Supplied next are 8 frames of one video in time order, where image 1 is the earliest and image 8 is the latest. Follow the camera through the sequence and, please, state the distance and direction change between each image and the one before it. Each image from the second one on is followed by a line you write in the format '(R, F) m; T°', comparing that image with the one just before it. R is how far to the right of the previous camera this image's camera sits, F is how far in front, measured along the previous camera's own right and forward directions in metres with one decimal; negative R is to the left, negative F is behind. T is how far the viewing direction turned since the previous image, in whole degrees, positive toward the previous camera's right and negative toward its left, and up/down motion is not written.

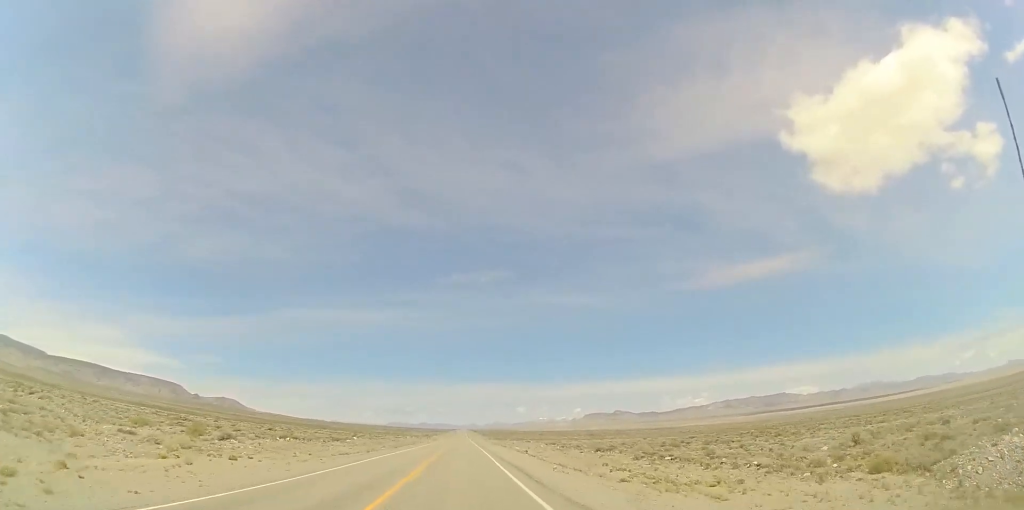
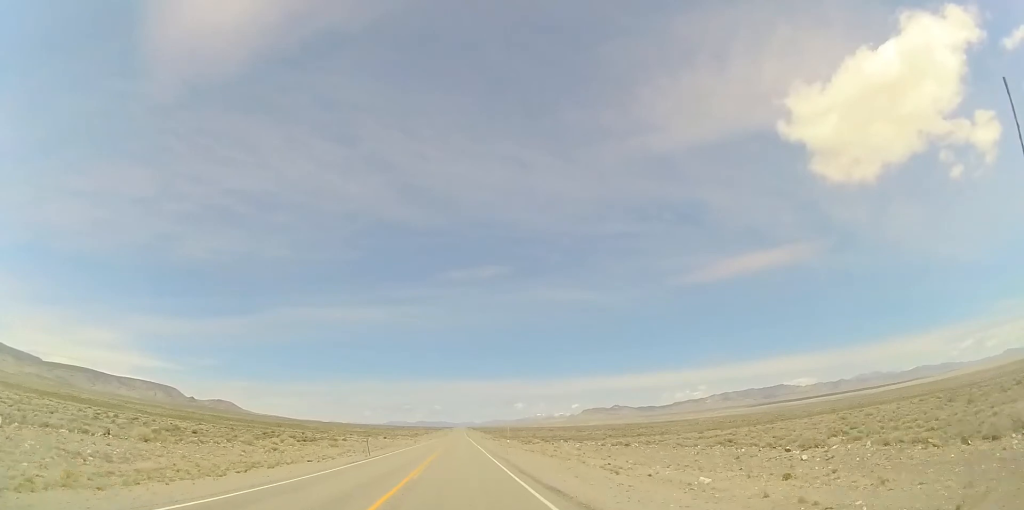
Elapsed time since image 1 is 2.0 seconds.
(+0.4, +59.7) m; 0°
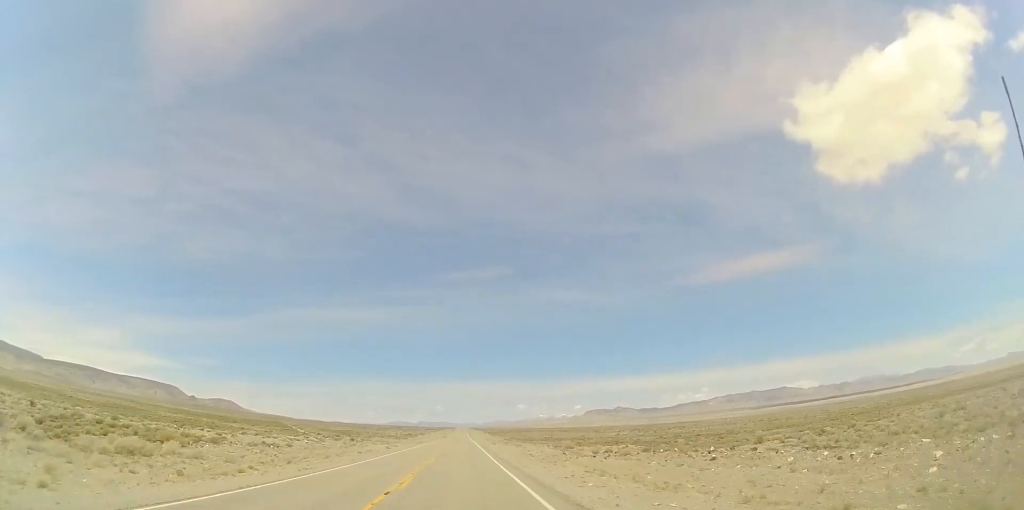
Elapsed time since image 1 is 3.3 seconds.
(-0.1, +40.1) m; 0°
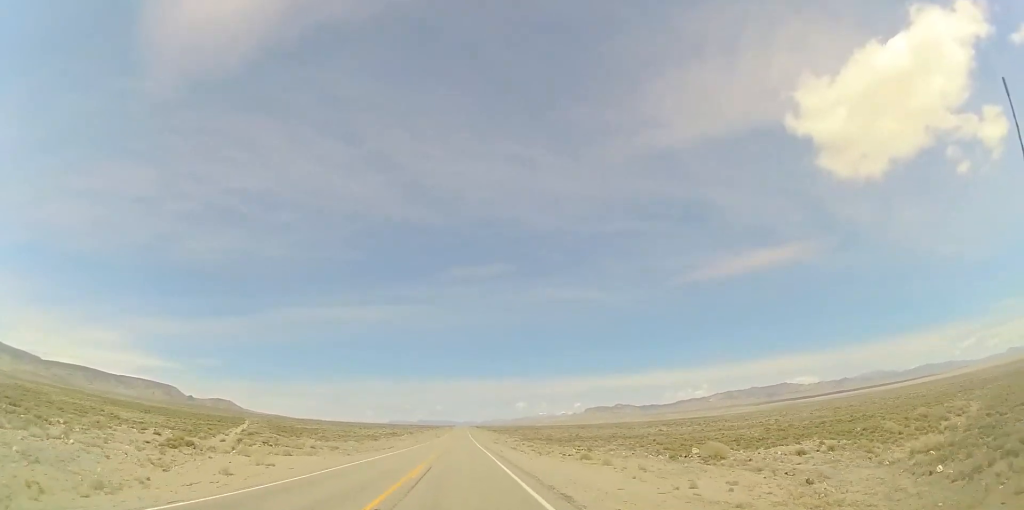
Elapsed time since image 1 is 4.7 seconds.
(0.0, +45.5) m; -1°
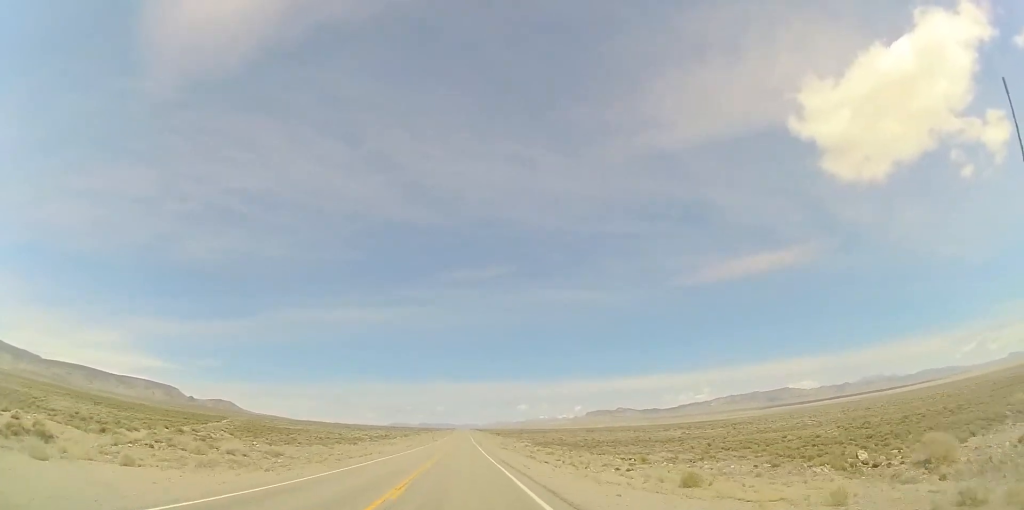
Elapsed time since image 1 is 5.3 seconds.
(-0.2, +18.7) m; 0°
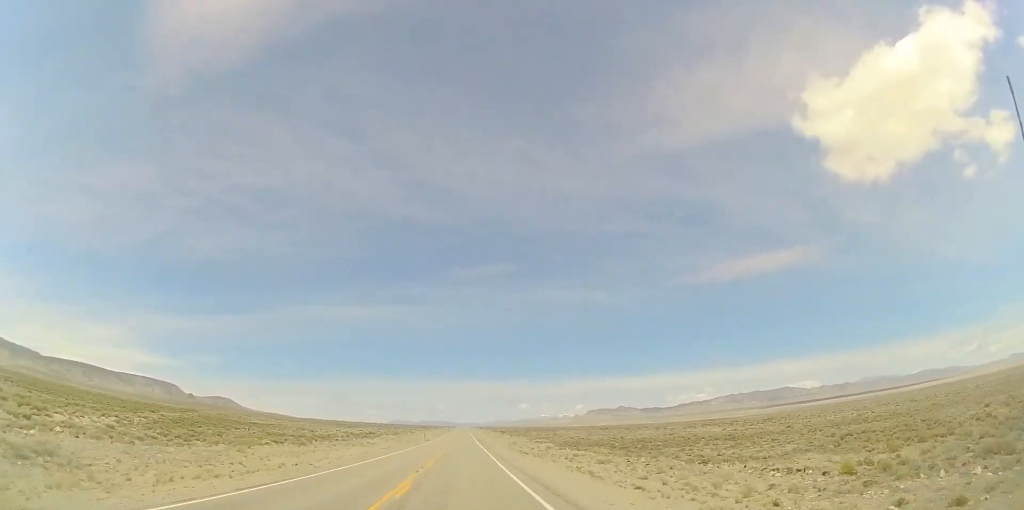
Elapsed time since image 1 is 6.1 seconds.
(-0.1, +23.9) m; 0°
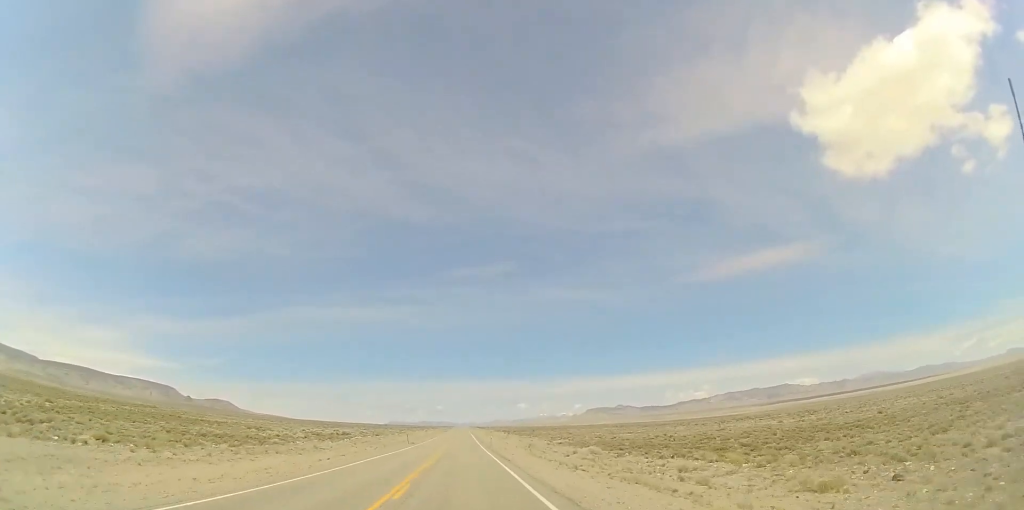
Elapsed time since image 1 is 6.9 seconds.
(+0.1, +25.1) m; 0°
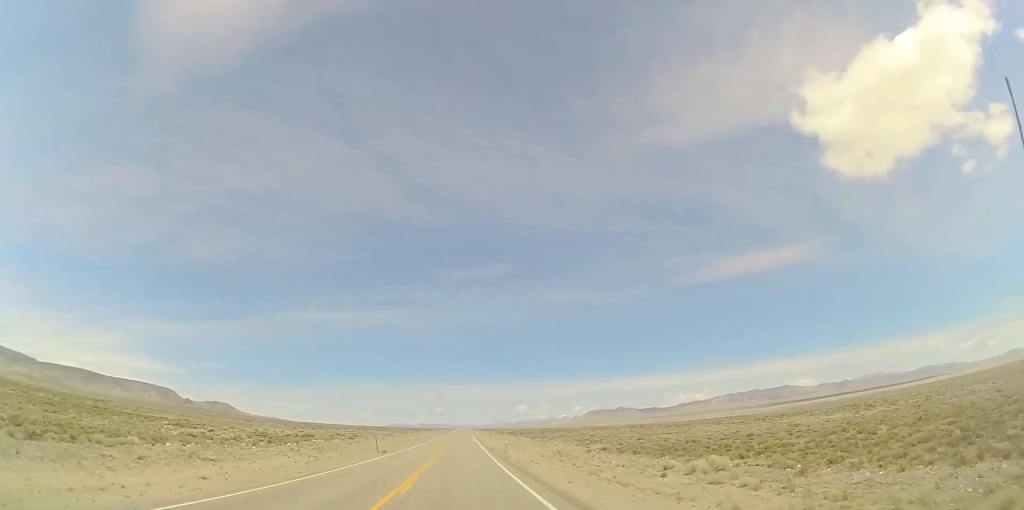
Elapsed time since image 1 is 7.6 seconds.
(+0.1, +23.1) m; +1°
